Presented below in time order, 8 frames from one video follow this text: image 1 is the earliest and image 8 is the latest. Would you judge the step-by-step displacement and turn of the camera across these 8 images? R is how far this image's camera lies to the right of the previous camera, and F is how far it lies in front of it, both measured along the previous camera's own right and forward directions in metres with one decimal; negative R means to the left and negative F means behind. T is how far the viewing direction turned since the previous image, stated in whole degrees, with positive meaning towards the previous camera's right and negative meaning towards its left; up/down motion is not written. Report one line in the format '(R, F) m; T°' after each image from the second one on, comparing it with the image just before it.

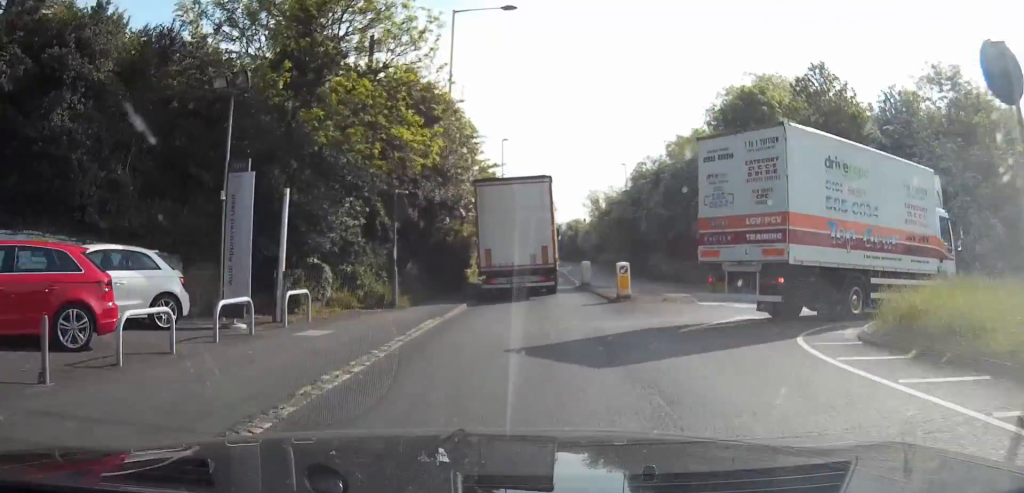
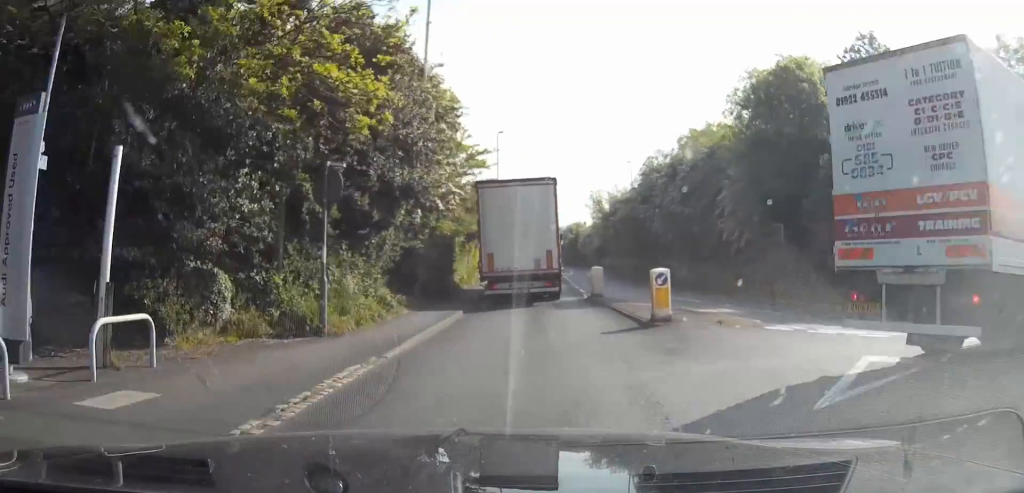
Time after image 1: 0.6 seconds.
(-0.1, +6.3) m; -1°
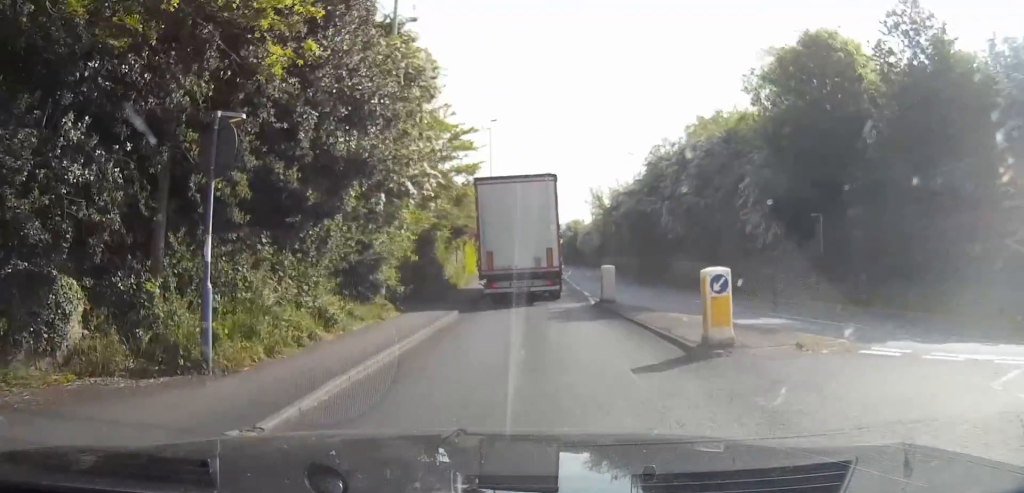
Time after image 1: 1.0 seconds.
(-0.1, +4.7) m; 0°
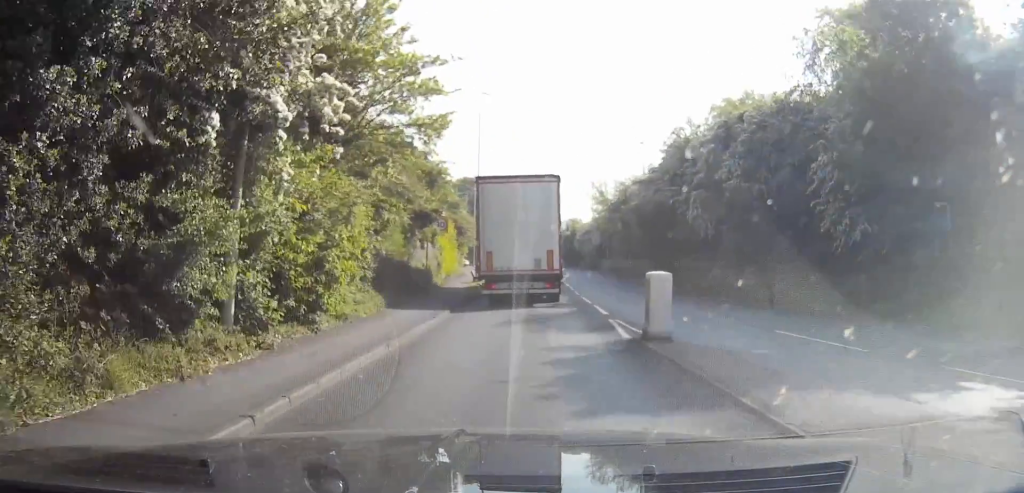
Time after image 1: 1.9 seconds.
(+0.1, +9.1) m; 0°
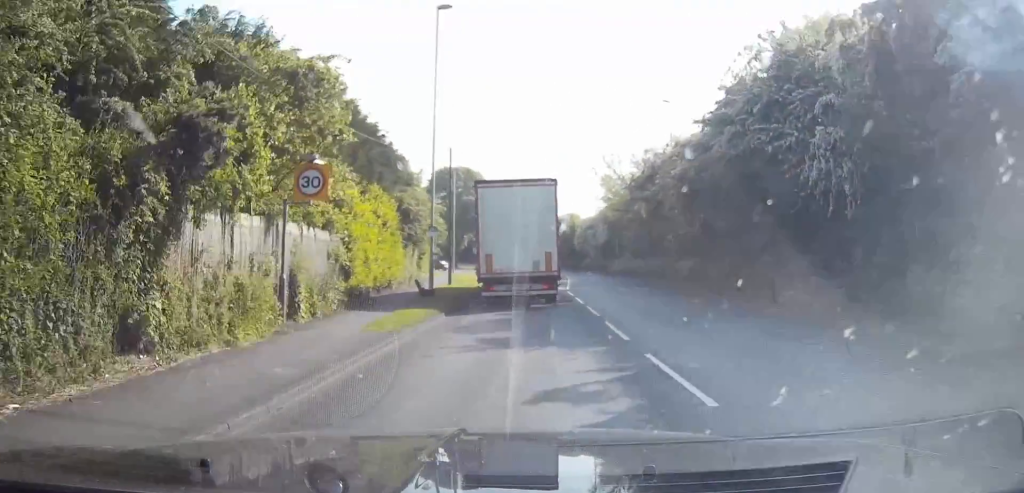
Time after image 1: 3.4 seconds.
(-0.2, +17.1) m; 0°
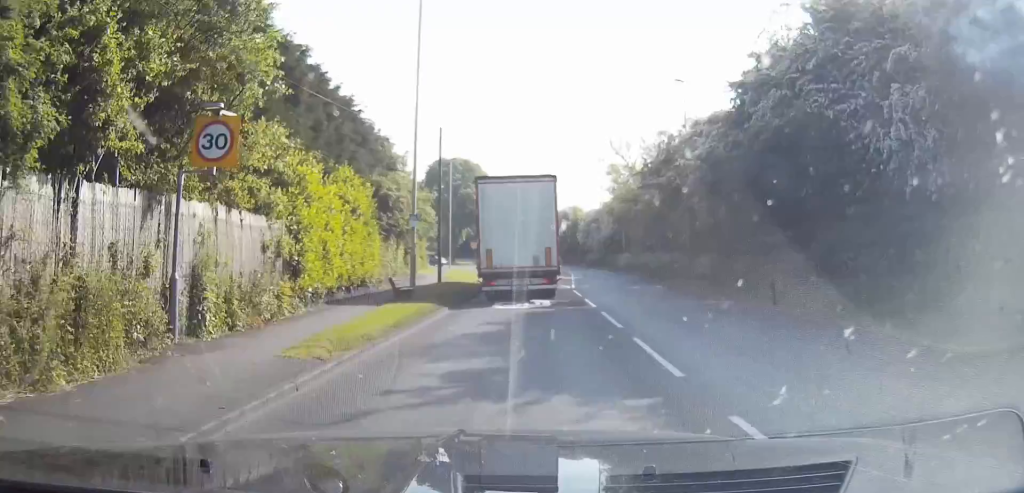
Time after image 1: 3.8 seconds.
(+0.1, +4.6) m; +1°
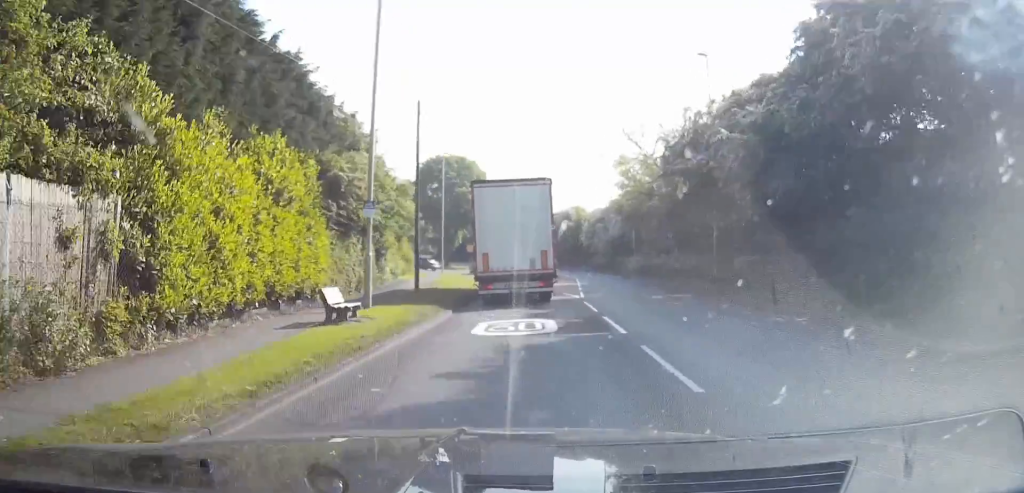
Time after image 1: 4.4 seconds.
(0.0, +6.5) m; +1°
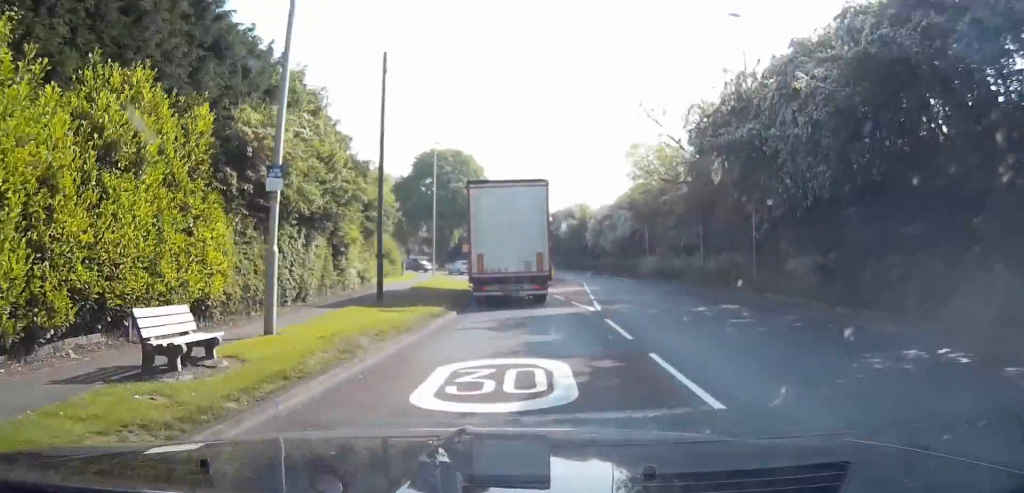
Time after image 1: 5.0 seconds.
(+0.1, +6.7) m; 0°
